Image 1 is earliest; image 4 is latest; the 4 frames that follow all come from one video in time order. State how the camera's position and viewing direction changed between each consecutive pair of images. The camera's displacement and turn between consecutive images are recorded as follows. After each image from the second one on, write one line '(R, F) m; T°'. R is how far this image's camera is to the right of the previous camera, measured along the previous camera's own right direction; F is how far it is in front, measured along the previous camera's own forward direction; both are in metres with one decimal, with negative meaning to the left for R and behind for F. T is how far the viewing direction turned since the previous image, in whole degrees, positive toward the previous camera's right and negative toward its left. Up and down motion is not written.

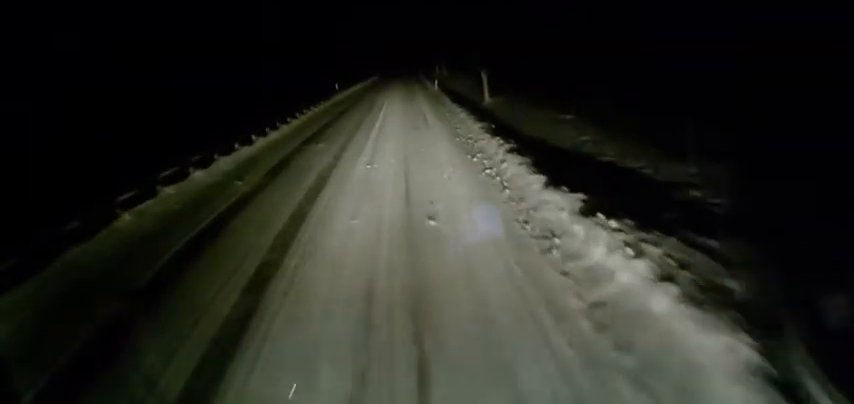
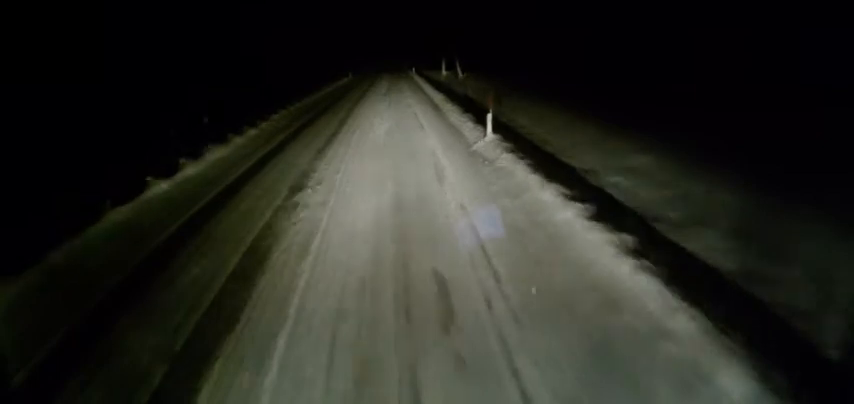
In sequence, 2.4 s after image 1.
(+1.0, +28.4) m; +4°
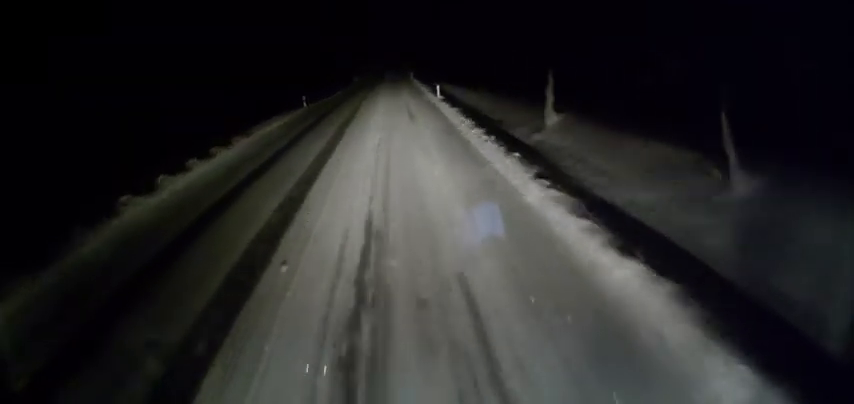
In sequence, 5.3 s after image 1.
(-0.4, +33.0) m; -2°
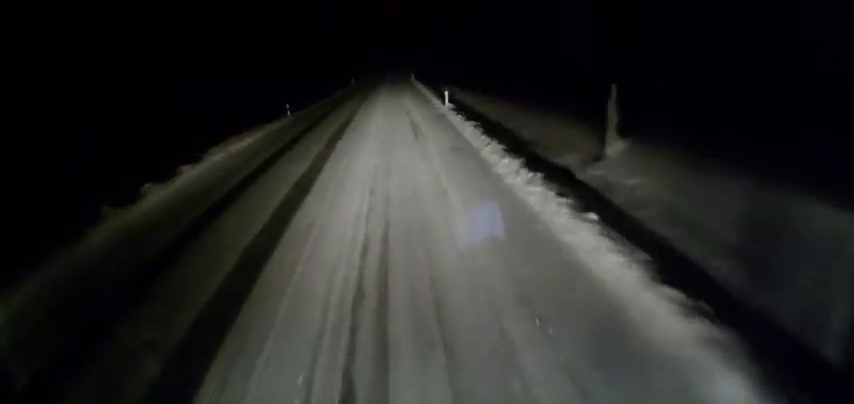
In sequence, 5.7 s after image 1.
(+0.2, +4.8) m; 0°
